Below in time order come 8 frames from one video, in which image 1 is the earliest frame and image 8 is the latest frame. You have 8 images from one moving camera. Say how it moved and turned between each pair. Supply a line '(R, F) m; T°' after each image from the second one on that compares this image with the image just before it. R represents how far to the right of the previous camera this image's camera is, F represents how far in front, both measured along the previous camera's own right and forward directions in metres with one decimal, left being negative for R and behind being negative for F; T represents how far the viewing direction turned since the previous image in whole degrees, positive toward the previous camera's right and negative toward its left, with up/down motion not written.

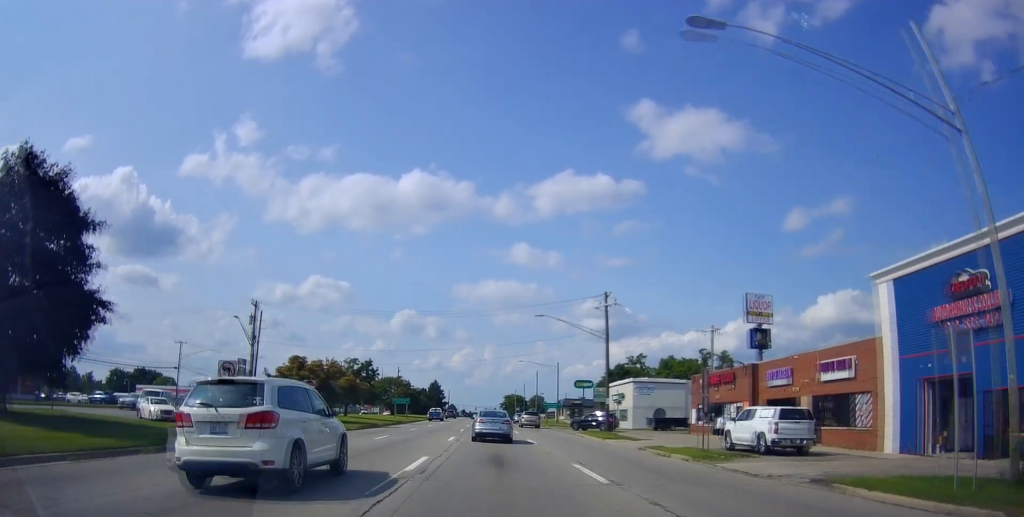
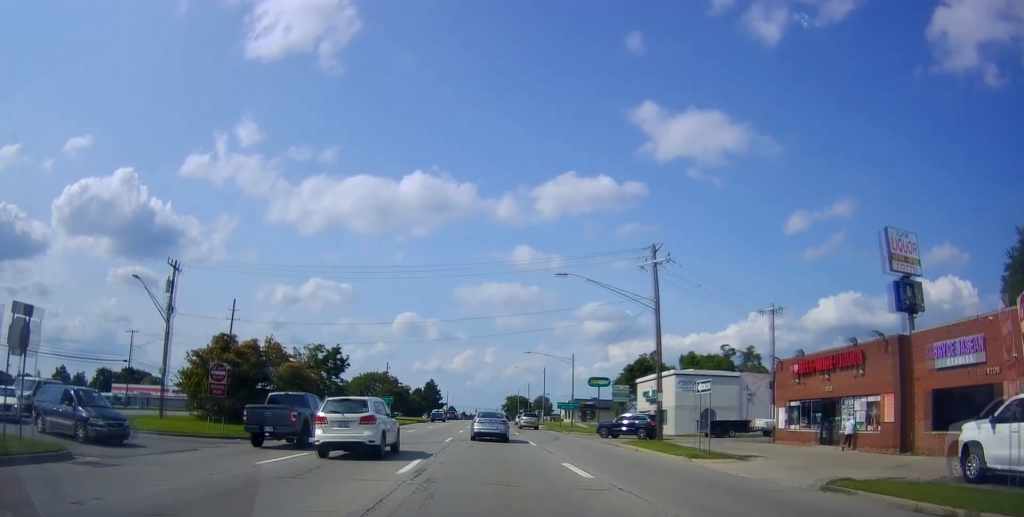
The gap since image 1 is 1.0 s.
(+0.1, +14.8) m; +1°
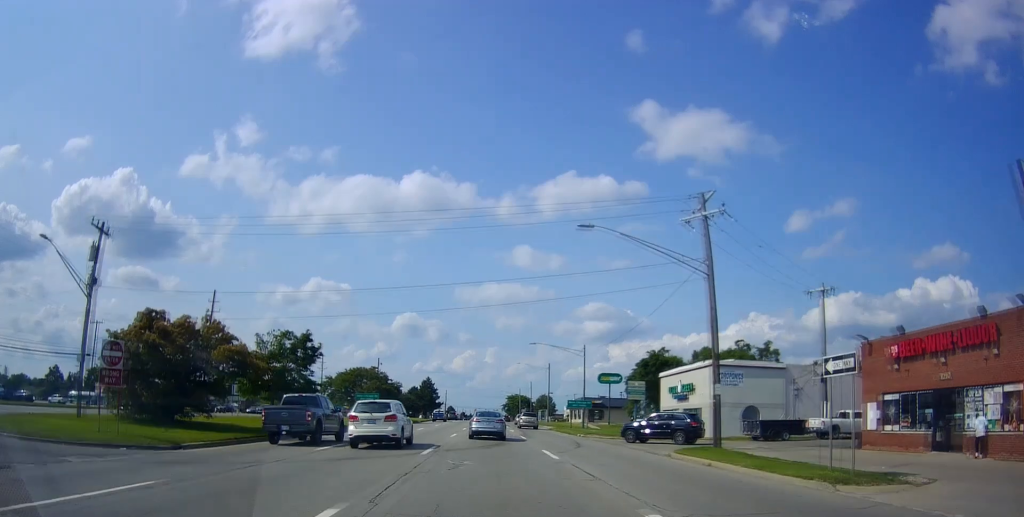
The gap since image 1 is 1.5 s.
(0.0, +8.8) m; 0°
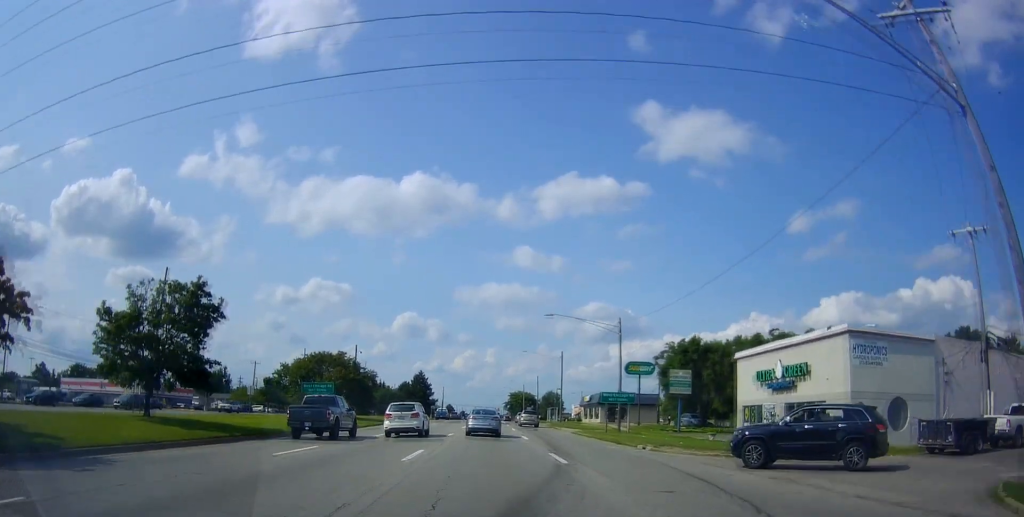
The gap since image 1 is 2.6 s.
(0.0, +17.4) m; 0°
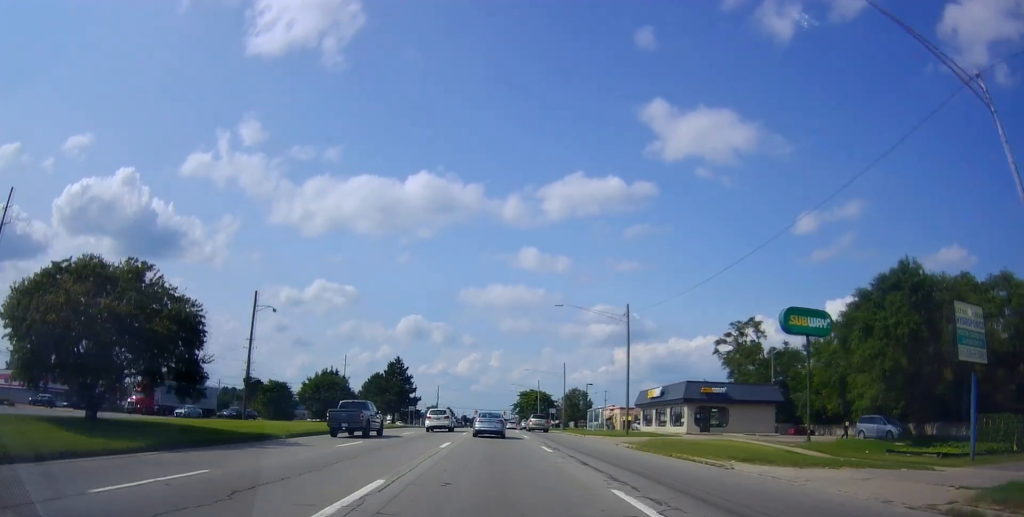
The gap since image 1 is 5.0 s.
(-1.1, +39.6) m; -1°
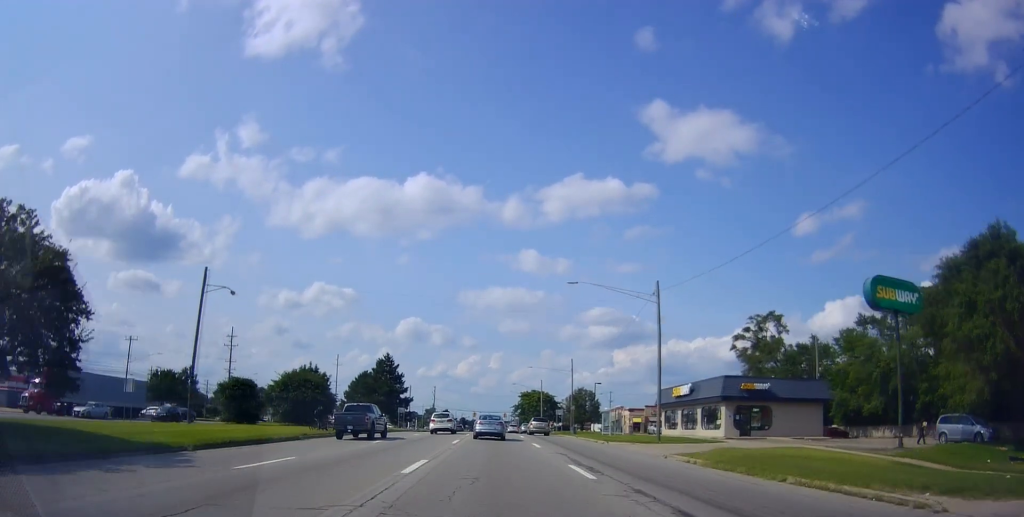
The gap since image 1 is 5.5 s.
(0.0, +9.1) m; 0°
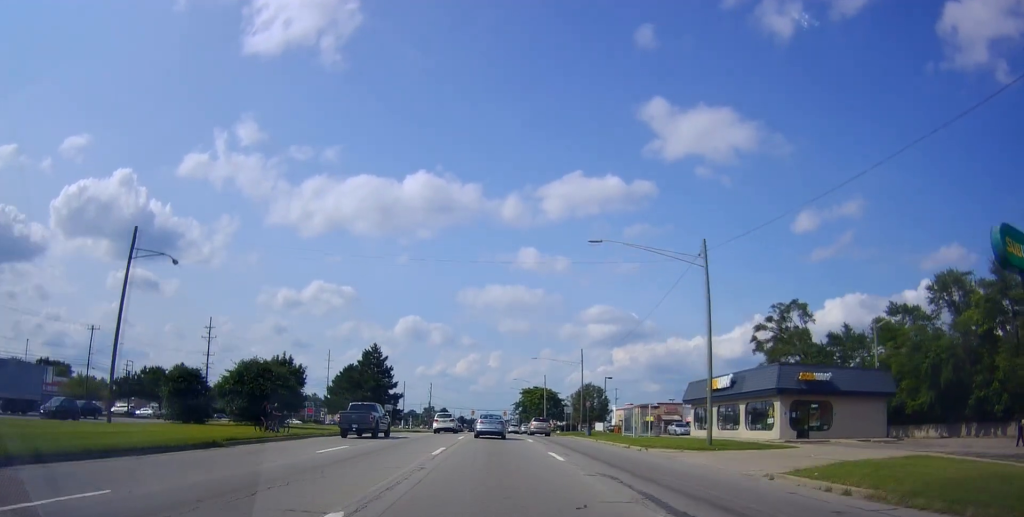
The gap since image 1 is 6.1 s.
(+0.3, +9.3) m; -1°
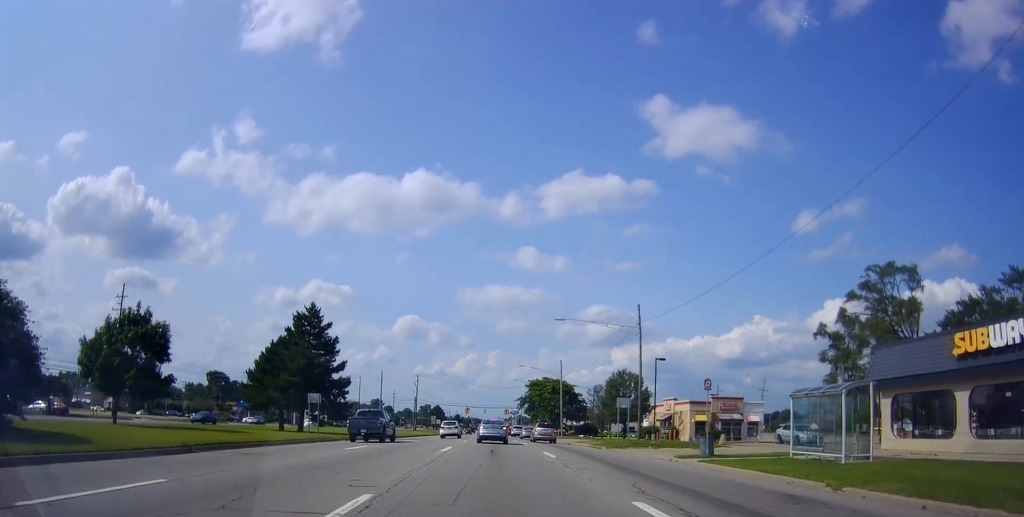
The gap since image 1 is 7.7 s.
(-0.5, +28.0) m; 0°
